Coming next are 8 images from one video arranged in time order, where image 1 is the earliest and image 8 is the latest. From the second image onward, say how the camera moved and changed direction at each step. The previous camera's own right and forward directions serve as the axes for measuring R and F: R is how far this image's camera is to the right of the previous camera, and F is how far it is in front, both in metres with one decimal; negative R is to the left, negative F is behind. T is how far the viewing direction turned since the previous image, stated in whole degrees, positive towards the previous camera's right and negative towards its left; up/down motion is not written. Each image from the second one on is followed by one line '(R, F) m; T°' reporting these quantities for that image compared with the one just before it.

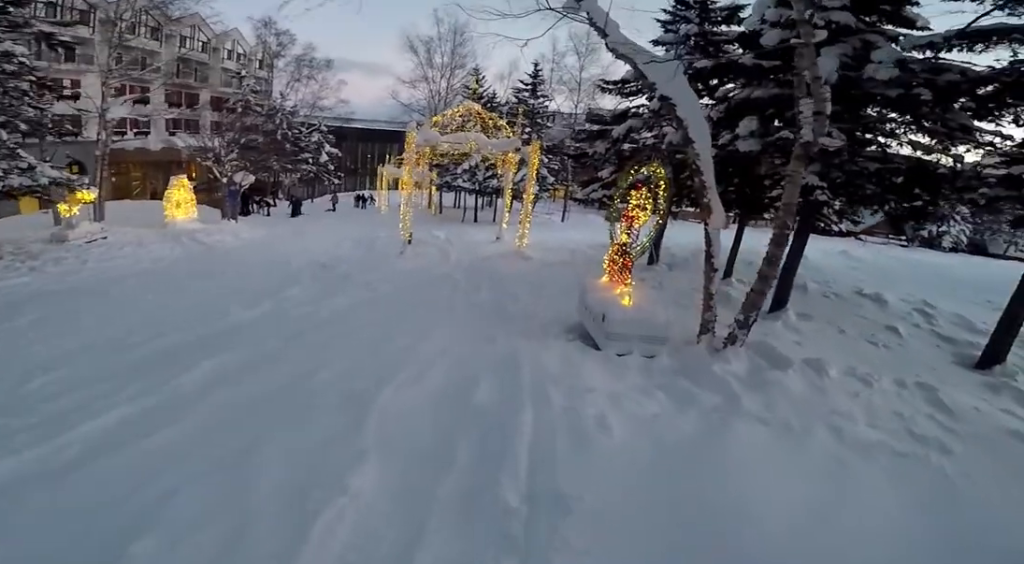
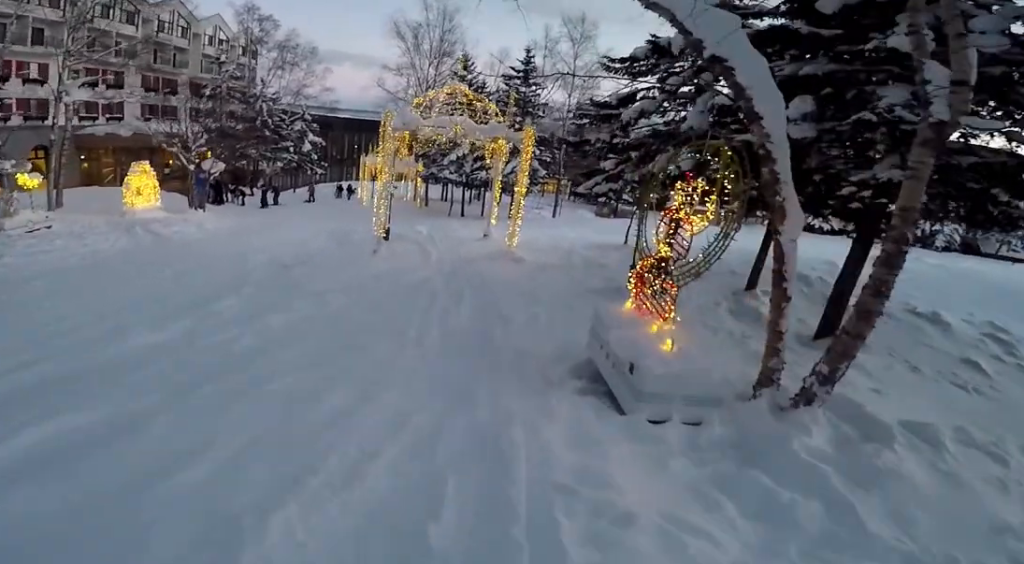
(+1.0, +1.8) m; +10°
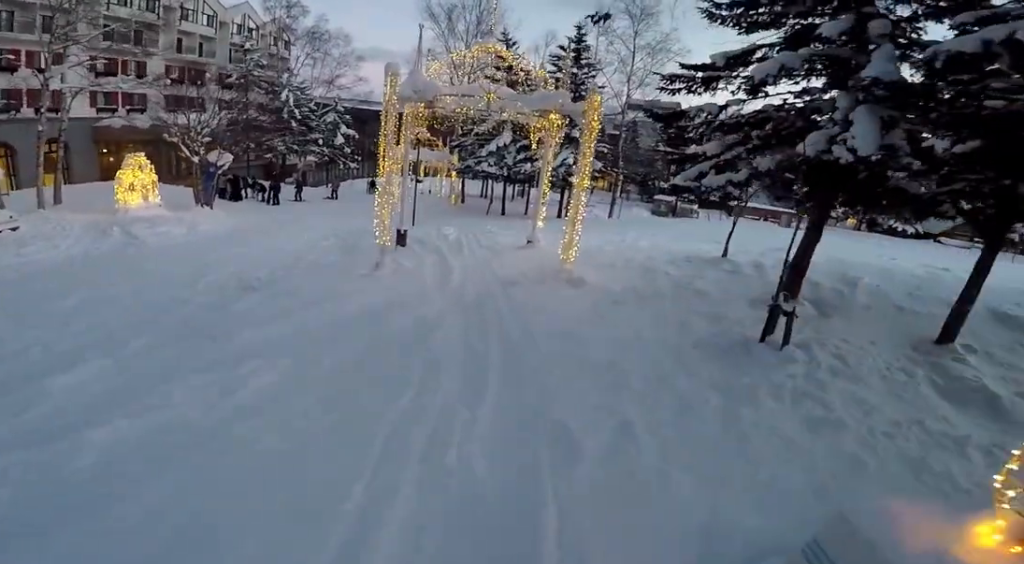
(-0.8, +3.8) m; -14°
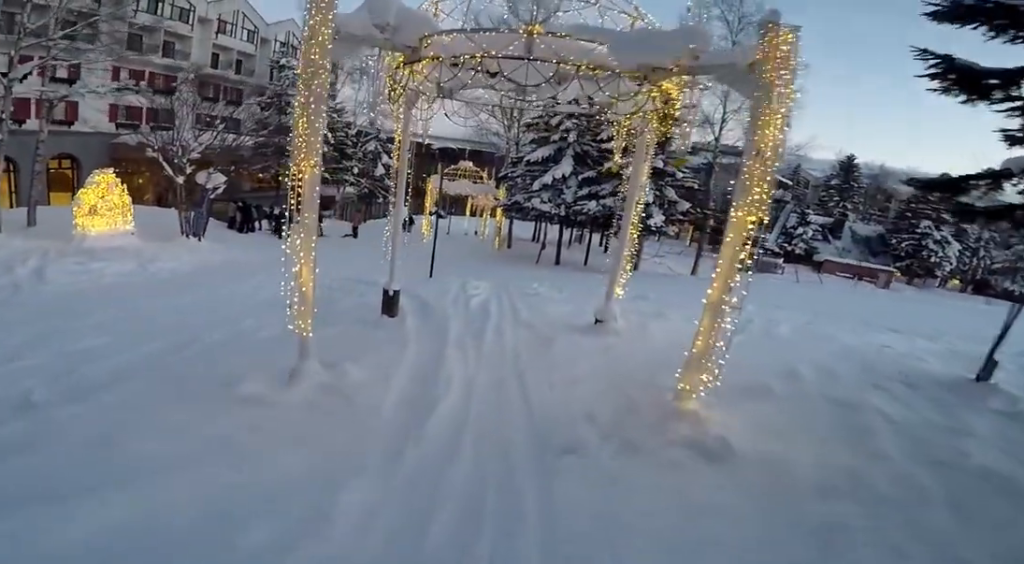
(-0.6, +5.4) m; -18°
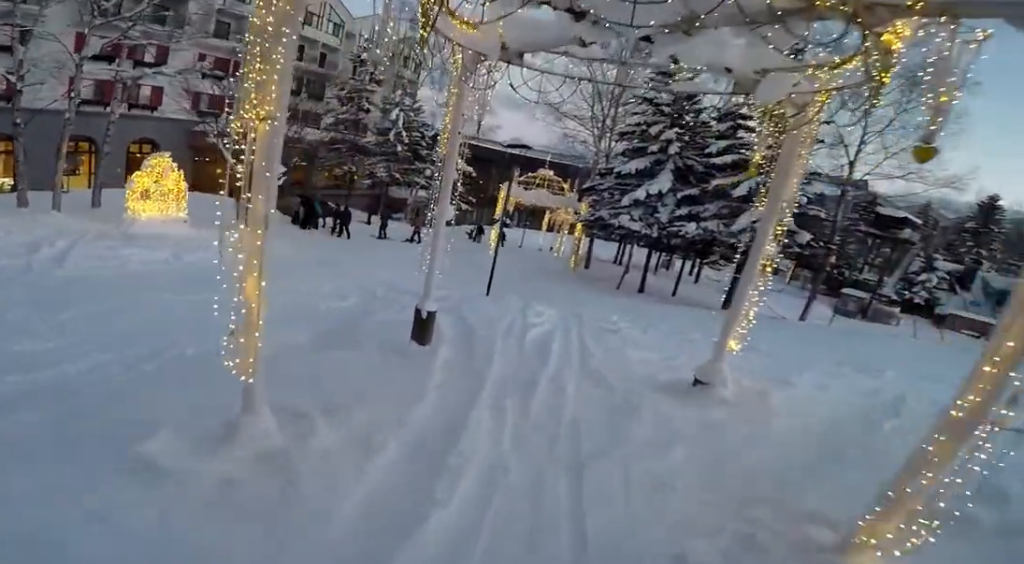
(0.0, +1.9) m; -10°
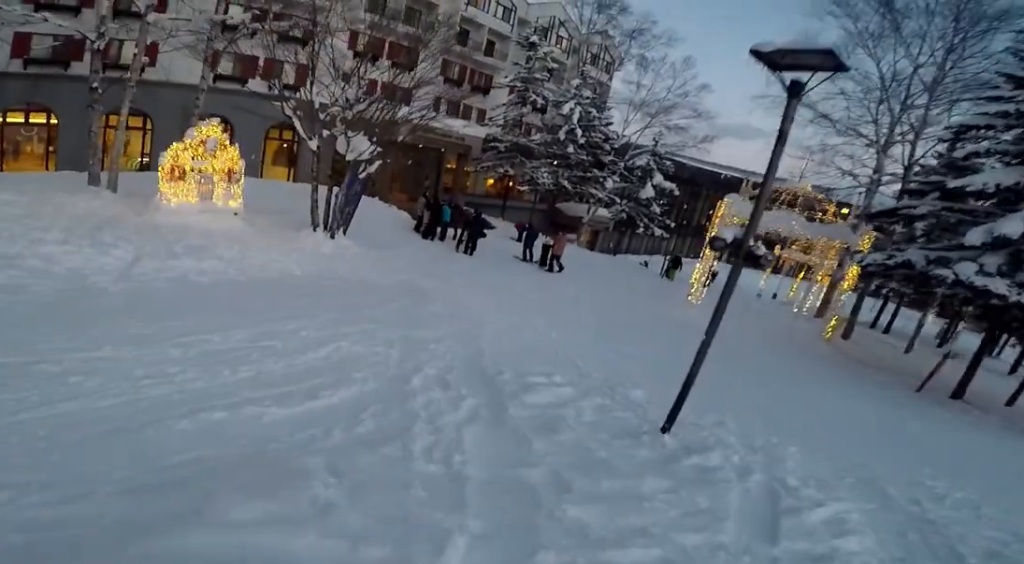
(-1.7, +6.5) m; -14°
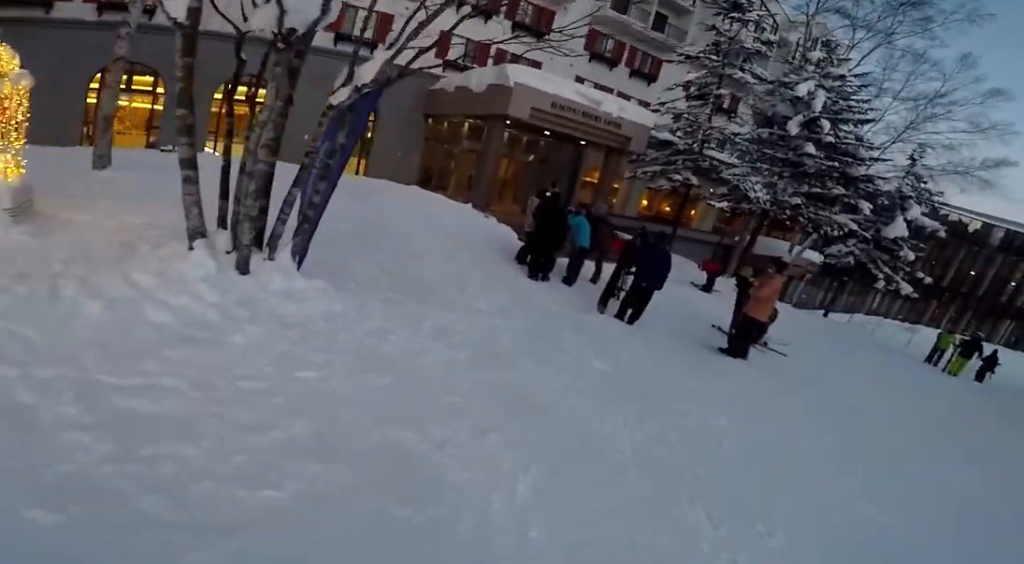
(+0.4, +8.0) m; -16°
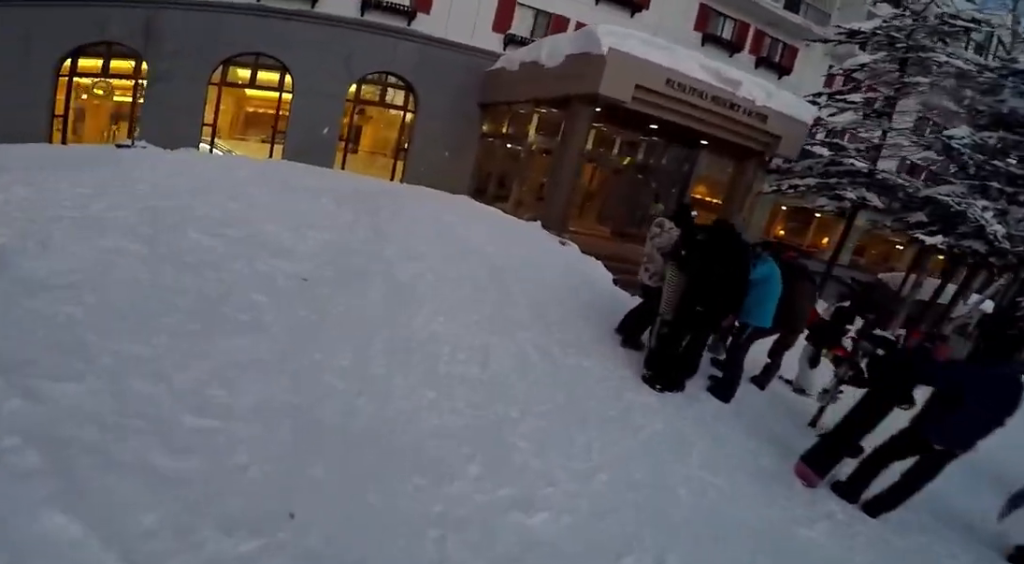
(-1.4, +4.1) m; -13°
